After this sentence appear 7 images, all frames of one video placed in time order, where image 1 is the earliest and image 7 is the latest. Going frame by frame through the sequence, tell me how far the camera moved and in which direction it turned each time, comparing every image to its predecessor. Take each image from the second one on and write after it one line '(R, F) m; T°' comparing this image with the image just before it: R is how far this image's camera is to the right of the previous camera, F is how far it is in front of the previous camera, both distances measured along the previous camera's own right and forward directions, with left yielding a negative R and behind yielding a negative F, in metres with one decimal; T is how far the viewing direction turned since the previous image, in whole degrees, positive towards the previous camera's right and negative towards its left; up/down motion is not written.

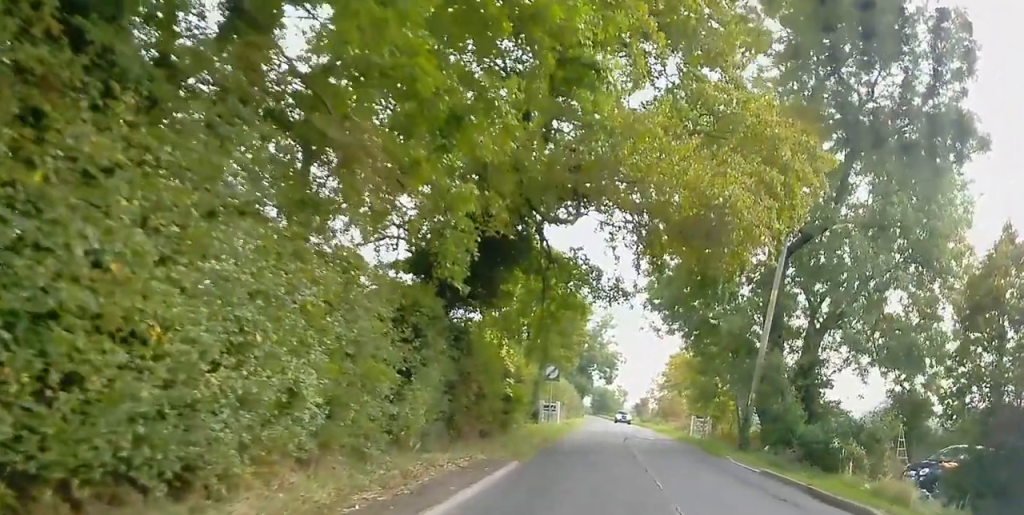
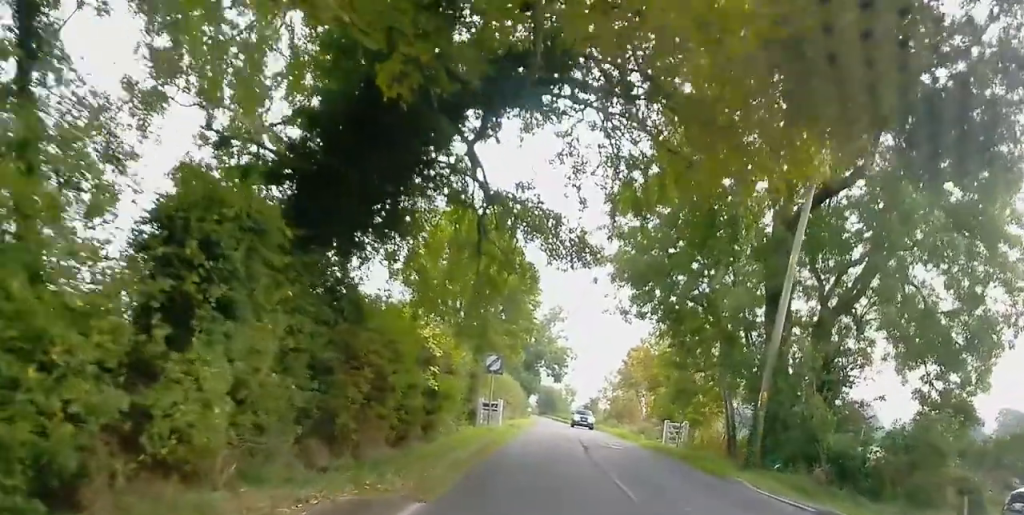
(0.0, +6.6) m; +1°
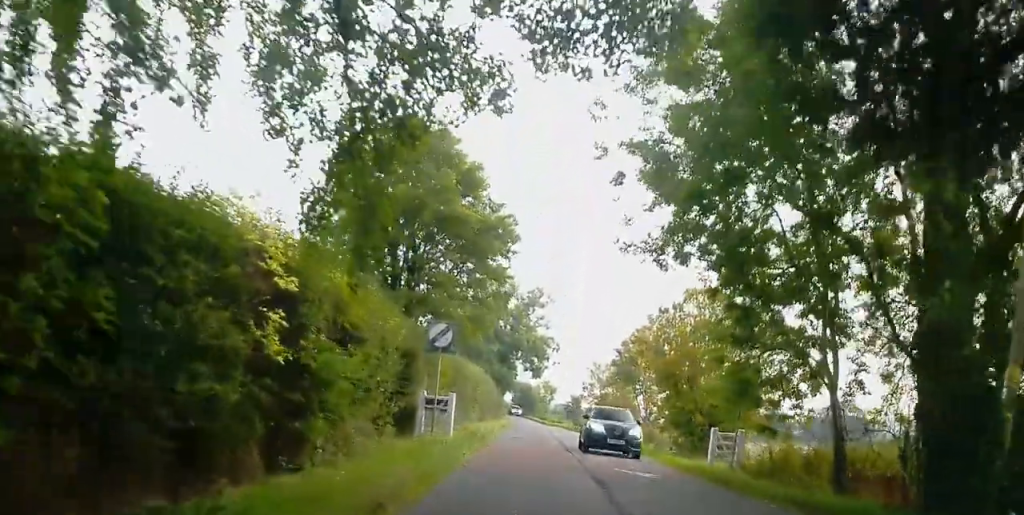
(+0.1, +10.8) m; +3°
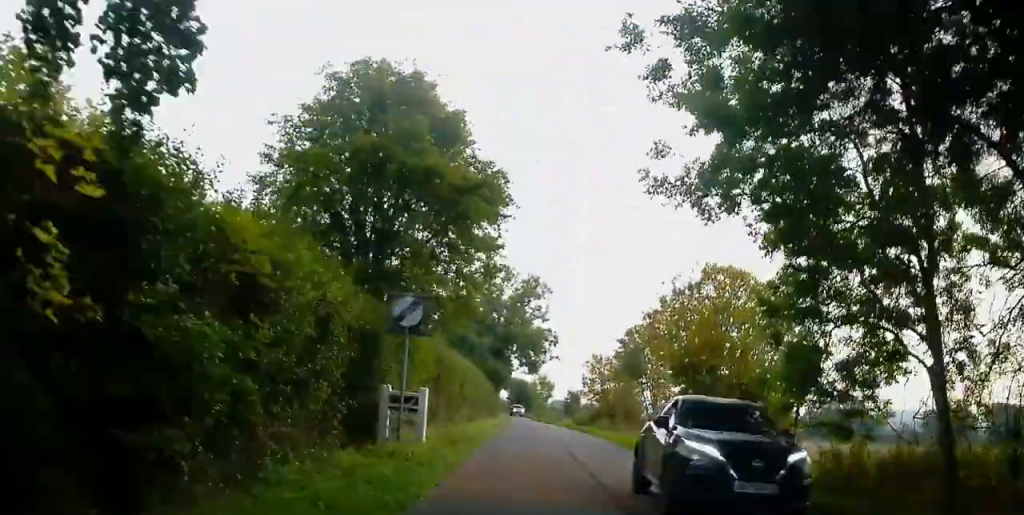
(+0.2, +4.5) m; +4°
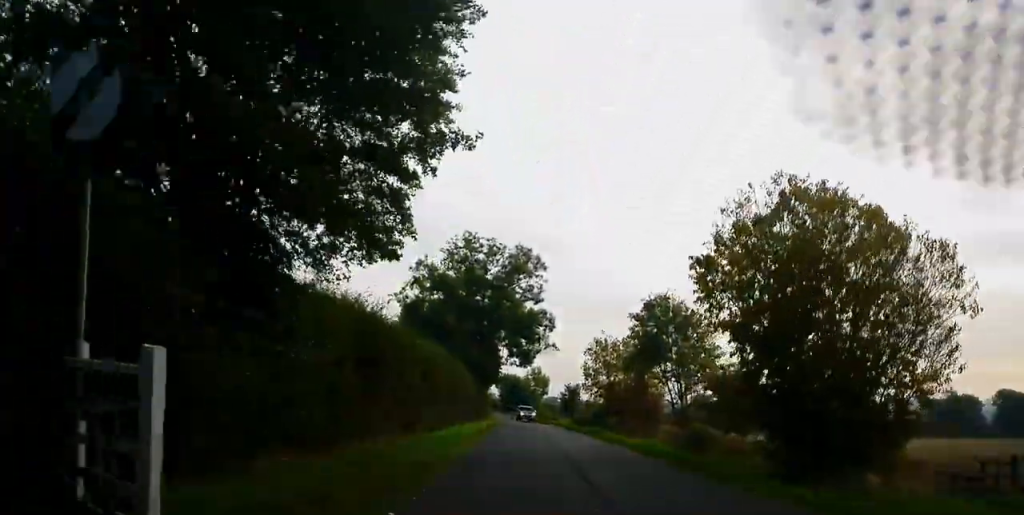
(+0.8, +10.5) m; +1°
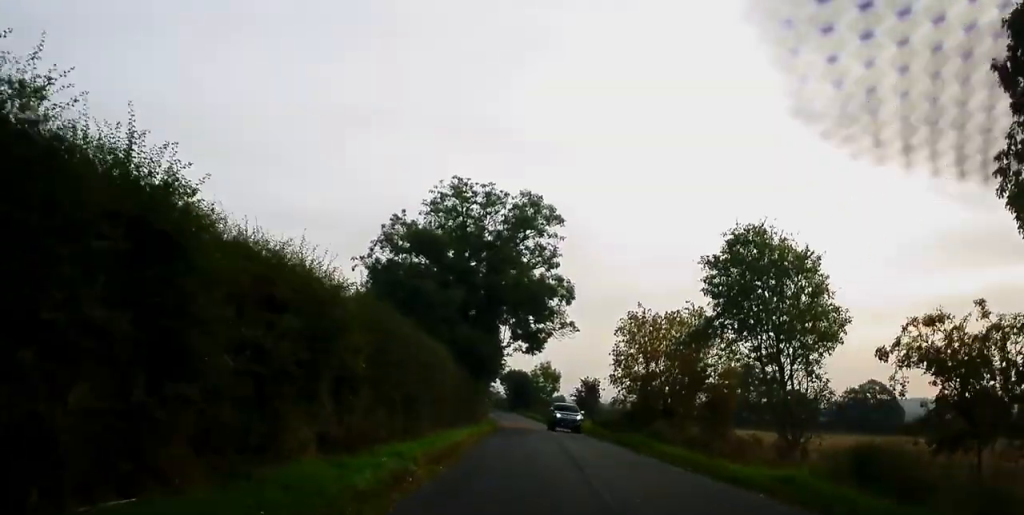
(-0.7, +14.5) m; -1°
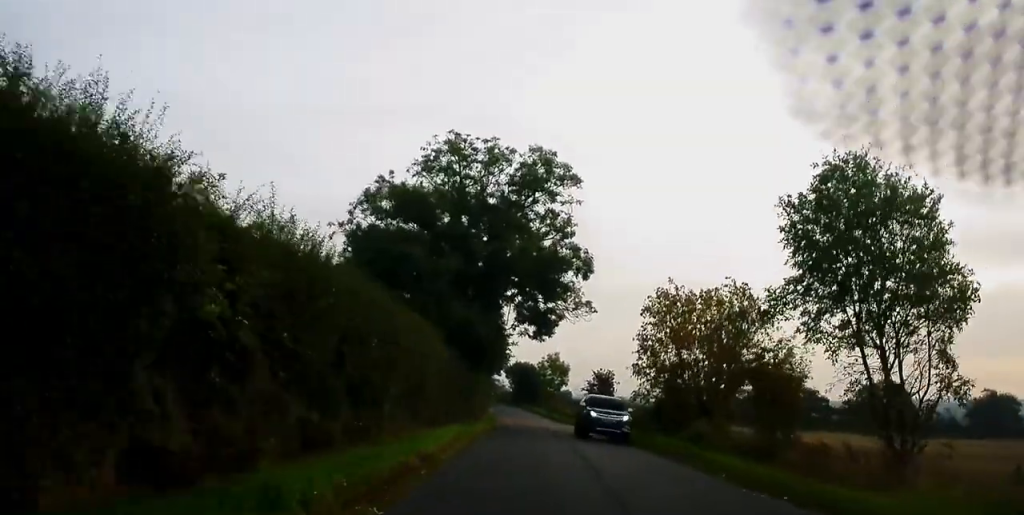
(+0.3, +6.7) m; +1°
